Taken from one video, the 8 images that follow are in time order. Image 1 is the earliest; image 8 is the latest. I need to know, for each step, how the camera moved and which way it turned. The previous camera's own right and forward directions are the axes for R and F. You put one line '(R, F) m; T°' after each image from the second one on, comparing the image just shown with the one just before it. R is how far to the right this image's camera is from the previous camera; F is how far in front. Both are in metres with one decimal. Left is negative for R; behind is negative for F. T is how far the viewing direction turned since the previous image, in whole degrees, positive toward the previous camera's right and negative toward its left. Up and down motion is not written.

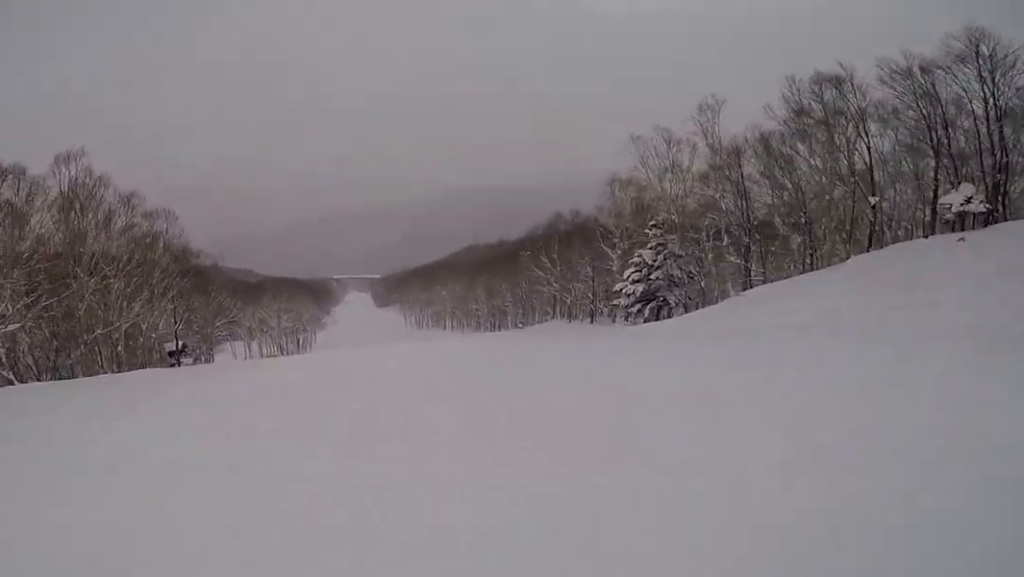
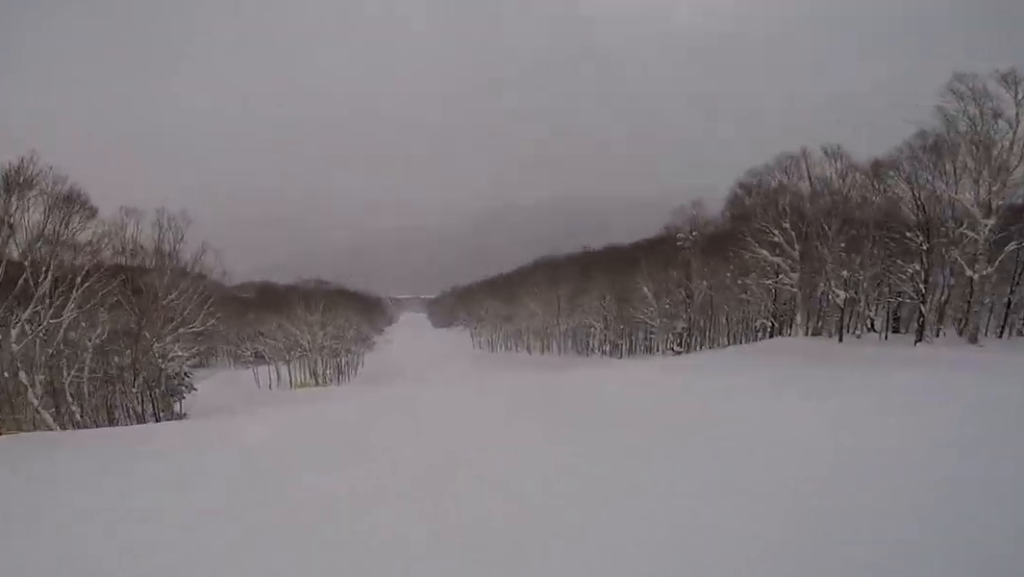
(+1.7, +25.8) m; +4°
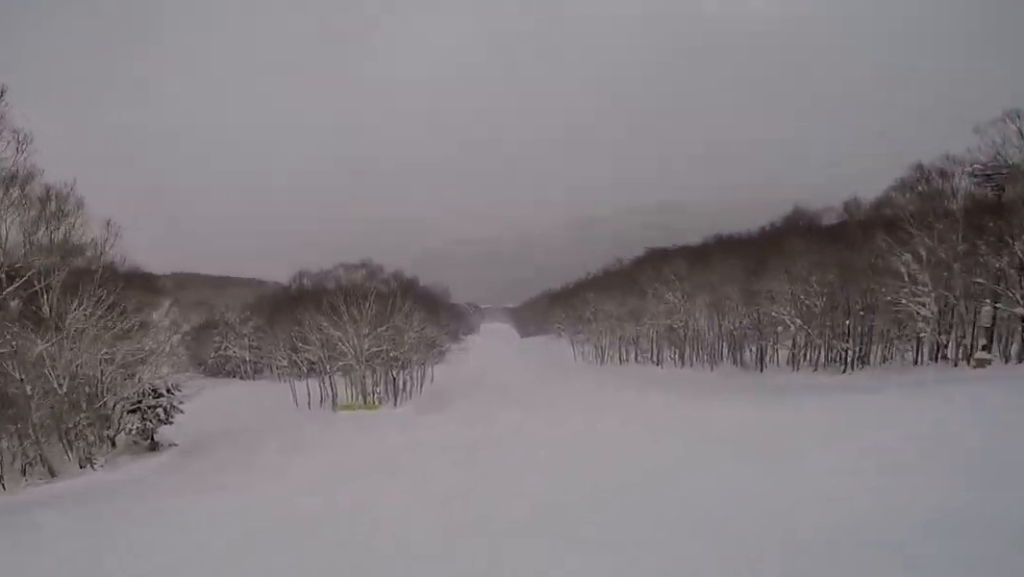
(-0.3, +19.5) m; -1°
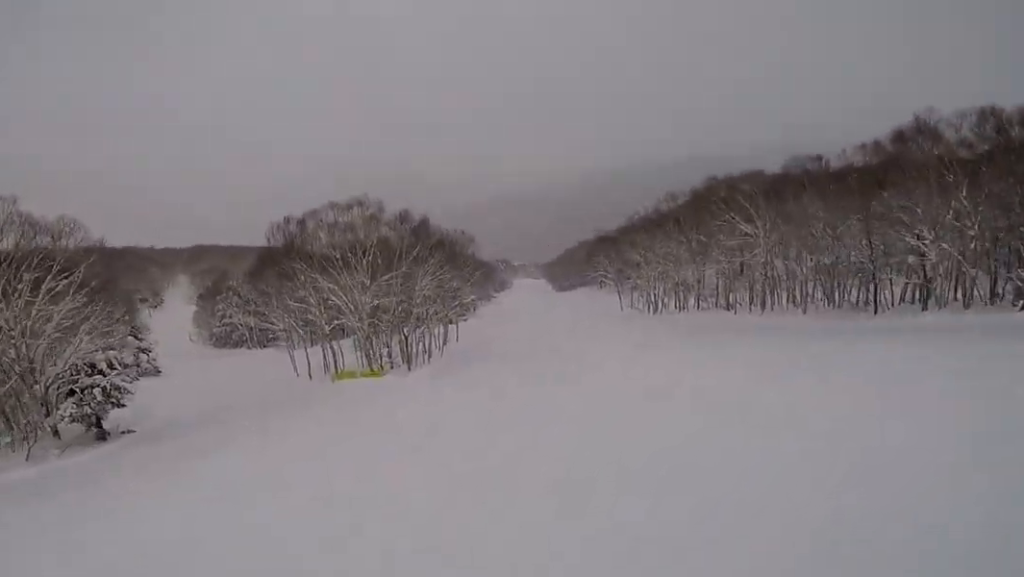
(+0.4, +9.6) m; -2°
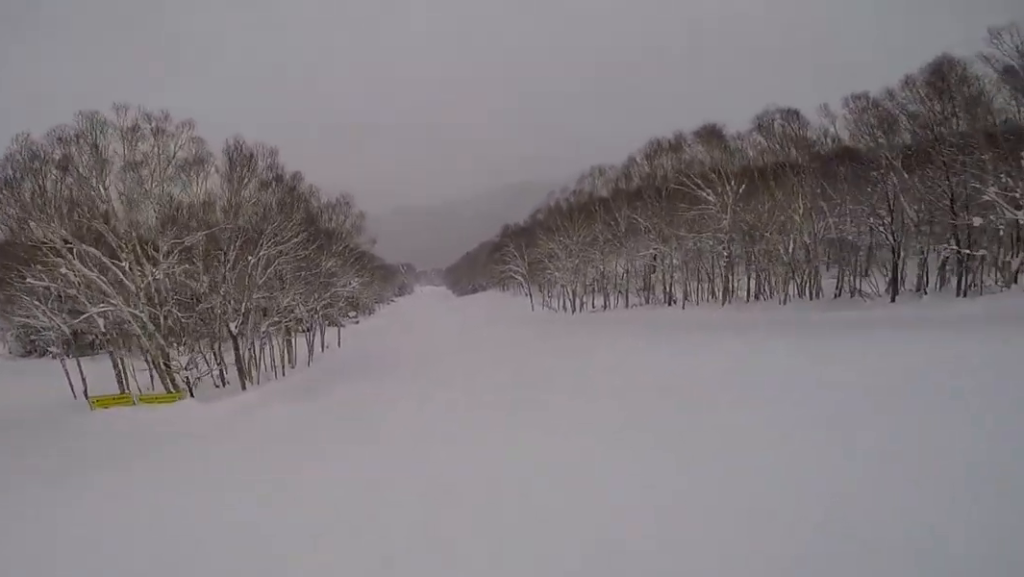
(-1.0, +15.0) m; -2°
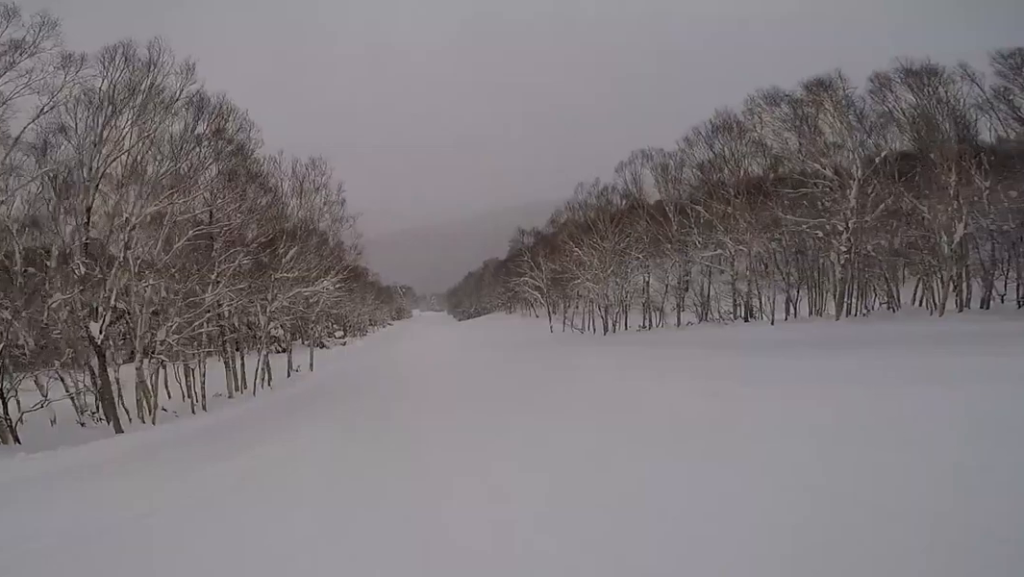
(+0.3, +10.7) m; +1°
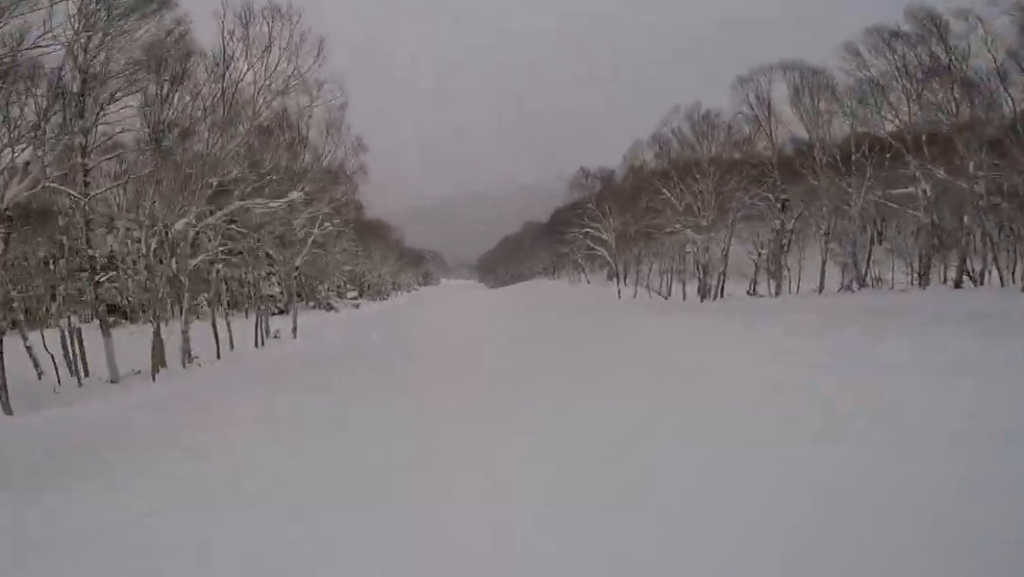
(+0.2, +11.2) m; +2°
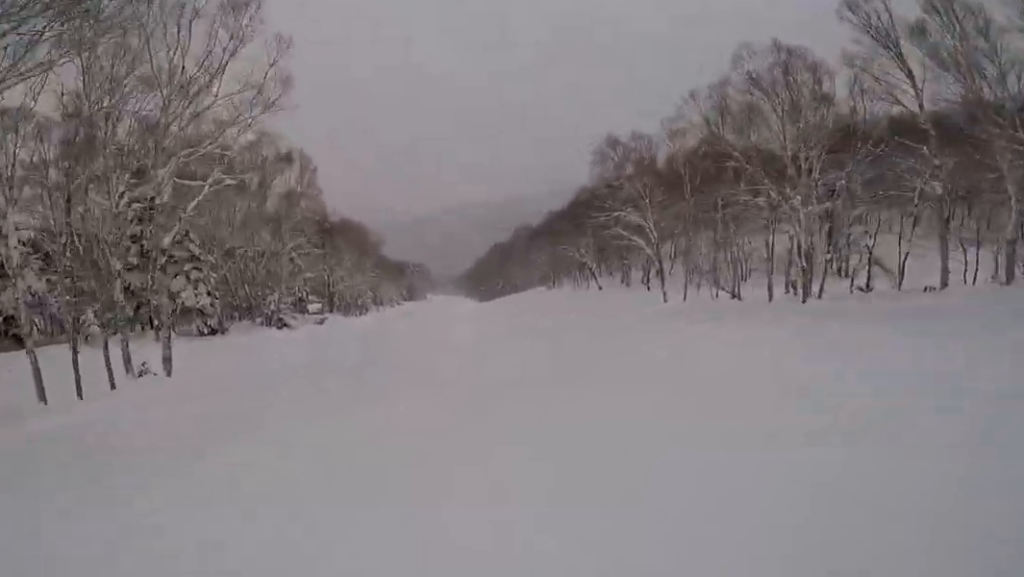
(+0.1, +11.4) m; +1°
